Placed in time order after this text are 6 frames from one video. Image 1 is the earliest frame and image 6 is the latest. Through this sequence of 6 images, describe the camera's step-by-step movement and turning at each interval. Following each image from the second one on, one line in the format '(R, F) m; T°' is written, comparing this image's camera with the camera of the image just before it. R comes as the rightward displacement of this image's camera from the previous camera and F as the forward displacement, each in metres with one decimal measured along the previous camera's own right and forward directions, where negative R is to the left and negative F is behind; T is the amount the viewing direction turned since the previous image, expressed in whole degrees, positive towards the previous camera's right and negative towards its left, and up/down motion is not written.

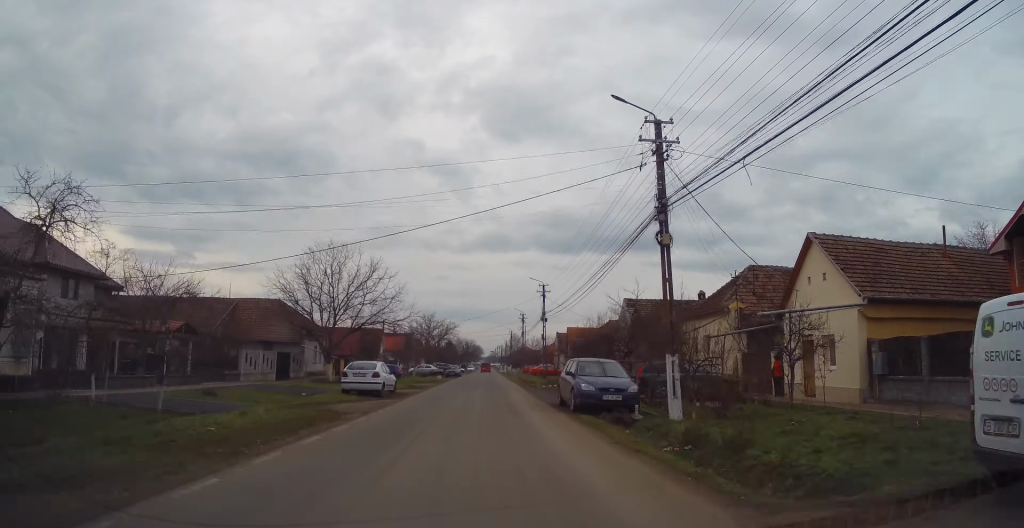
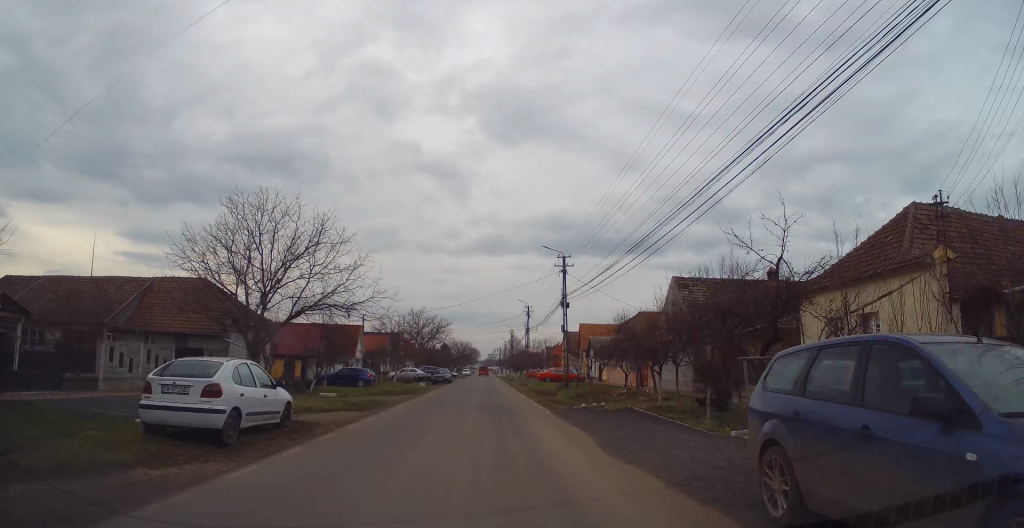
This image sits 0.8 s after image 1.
(-0.1, +14.9) m; 0°
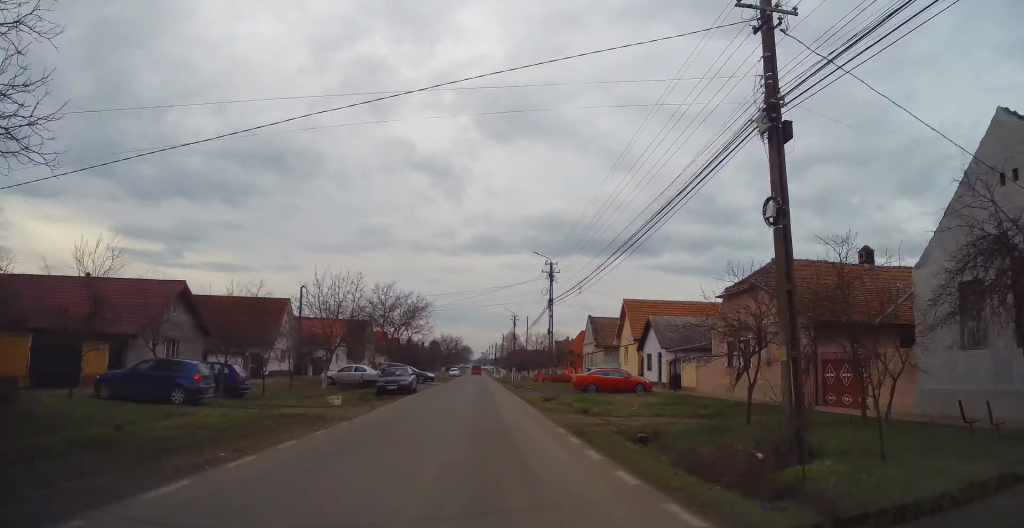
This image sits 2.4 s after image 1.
(+0.3, +27.8) m; +2°
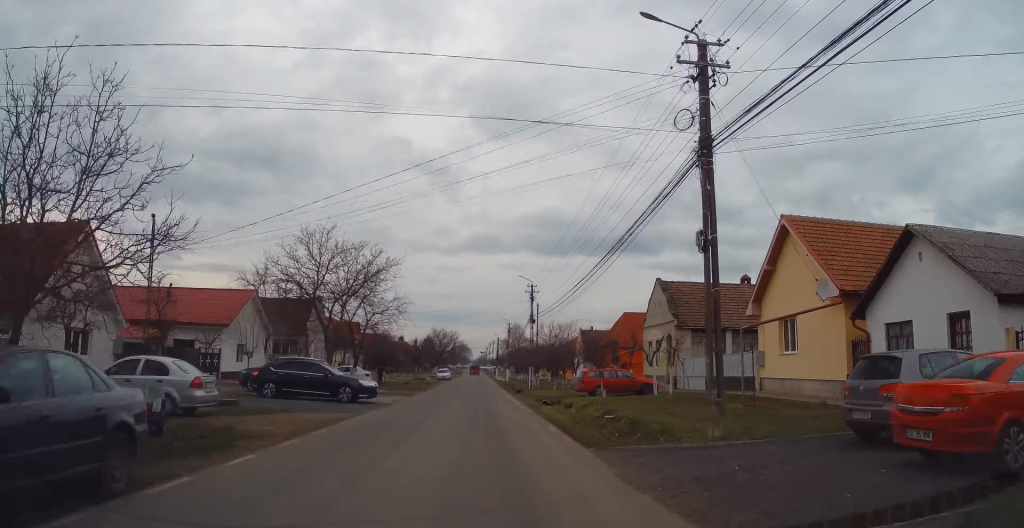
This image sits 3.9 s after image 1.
(-0.6, +28.4) m; -2°
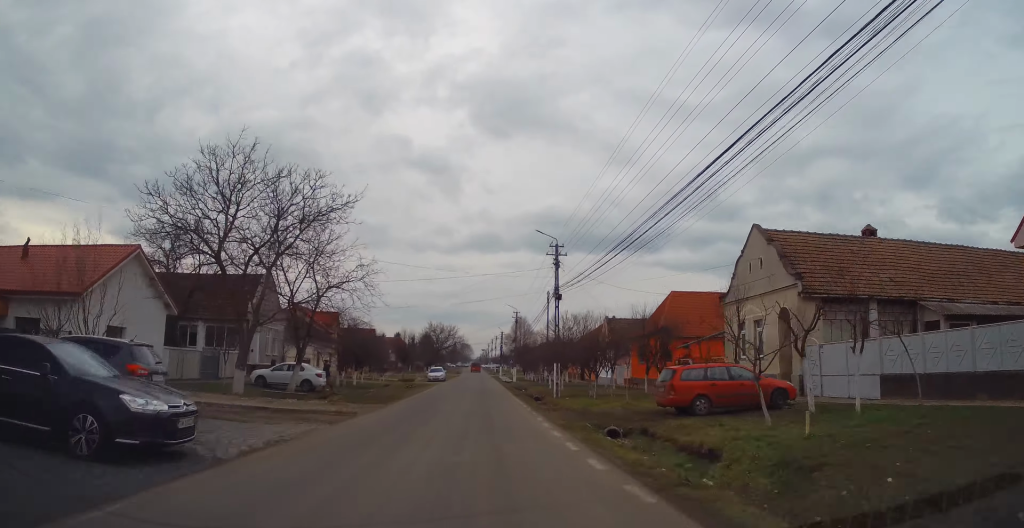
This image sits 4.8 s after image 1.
(0.0, +15.7) m; +1°
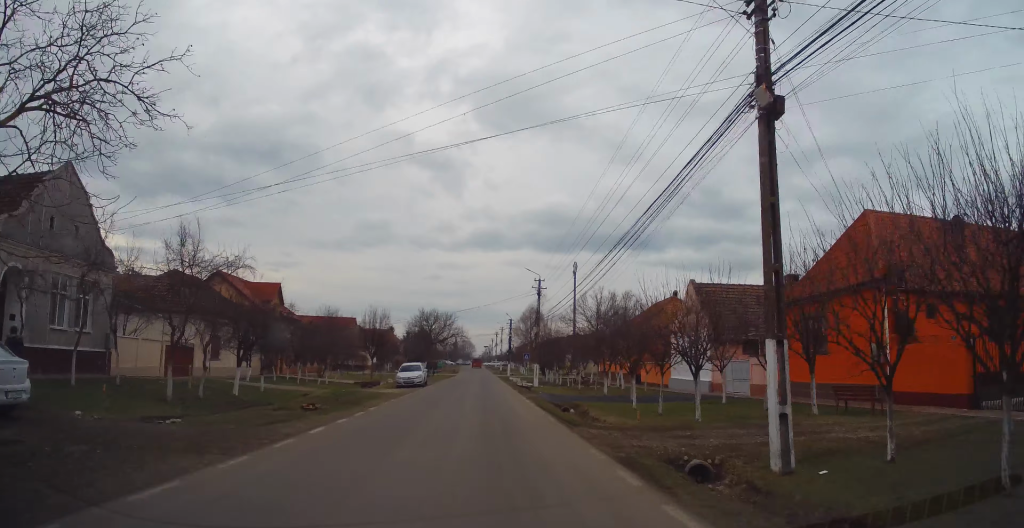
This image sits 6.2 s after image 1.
(+0.4, +25.5) m; +1°
